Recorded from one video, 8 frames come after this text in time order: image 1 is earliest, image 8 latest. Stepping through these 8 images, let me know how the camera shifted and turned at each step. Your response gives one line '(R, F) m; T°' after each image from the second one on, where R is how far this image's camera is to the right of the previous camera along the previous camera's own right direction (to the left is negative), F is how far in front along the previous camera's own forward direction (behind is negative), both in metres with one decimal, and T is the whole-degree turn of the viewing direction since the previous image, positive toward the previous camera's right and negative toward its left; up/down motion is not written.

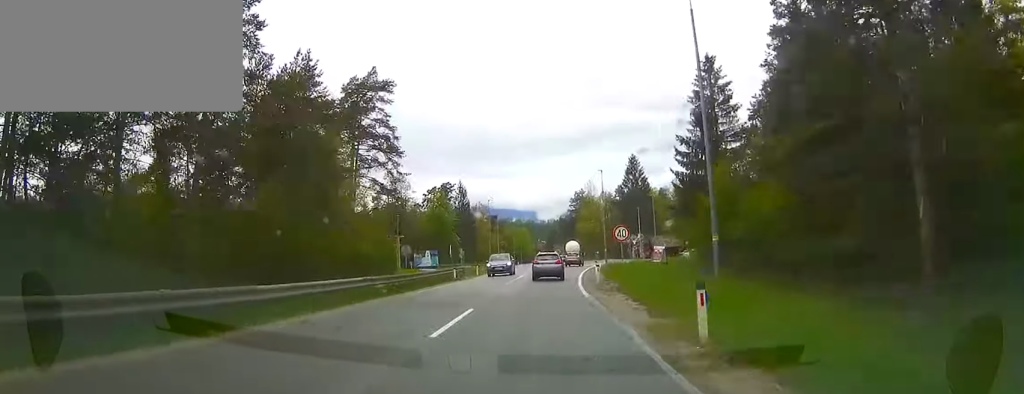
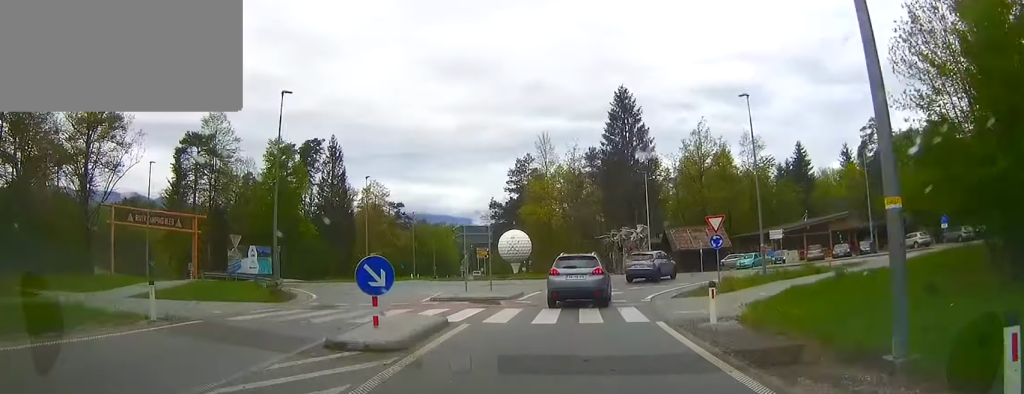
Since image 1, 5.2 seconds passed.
(+1.6, +50.4) m; +9°
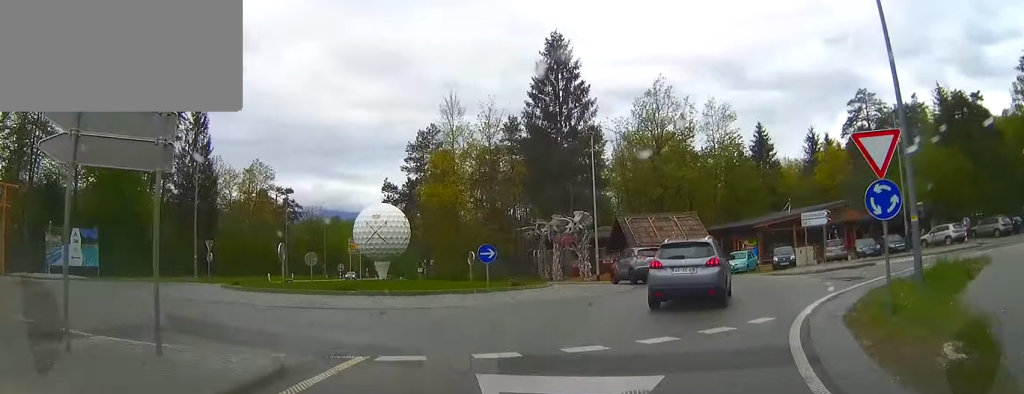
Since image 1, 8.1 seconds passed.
(+1.9, +19.2) m; +12°
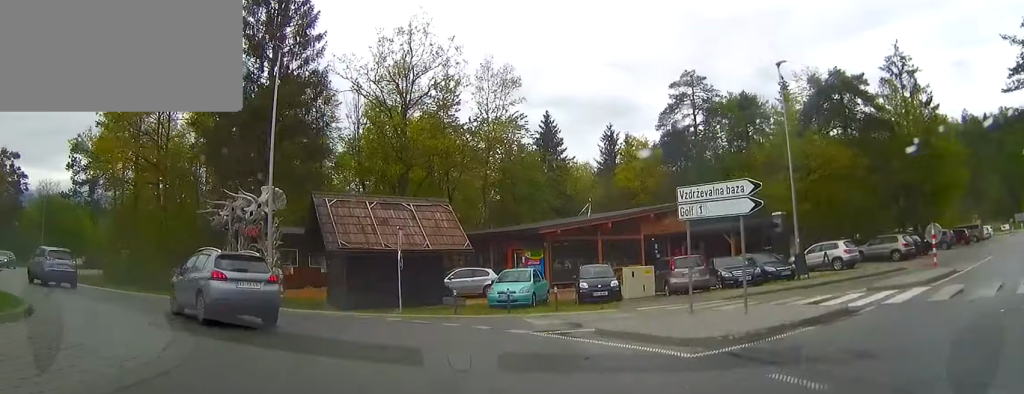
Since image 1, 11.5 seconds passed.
(+1.0, +18.8) m; -17°
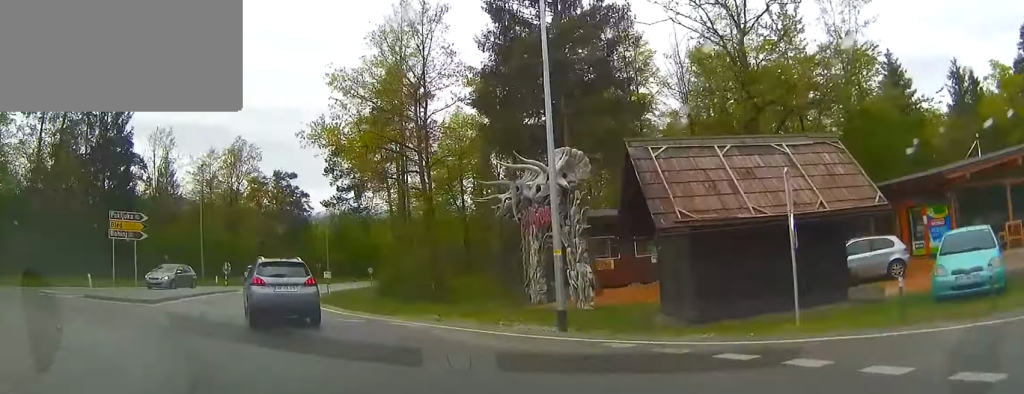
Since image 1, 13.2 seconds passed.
(-2.8, +10.2) m; -14°
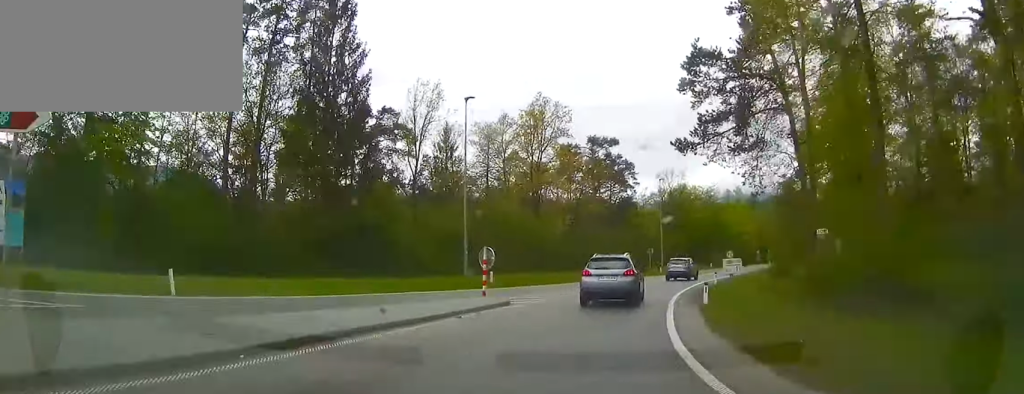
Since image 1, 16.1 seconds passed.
(-3.1, +20.8) m; -3°
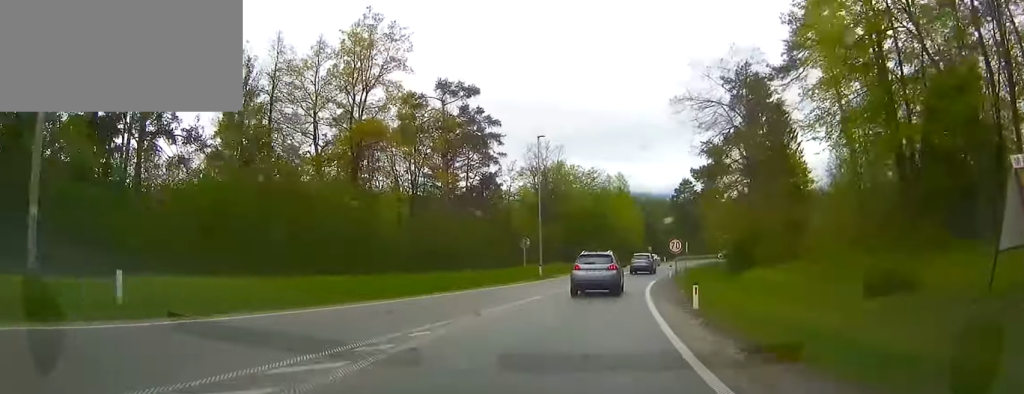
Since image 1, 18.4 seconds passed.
(+1.2, +20.1) m; +7°
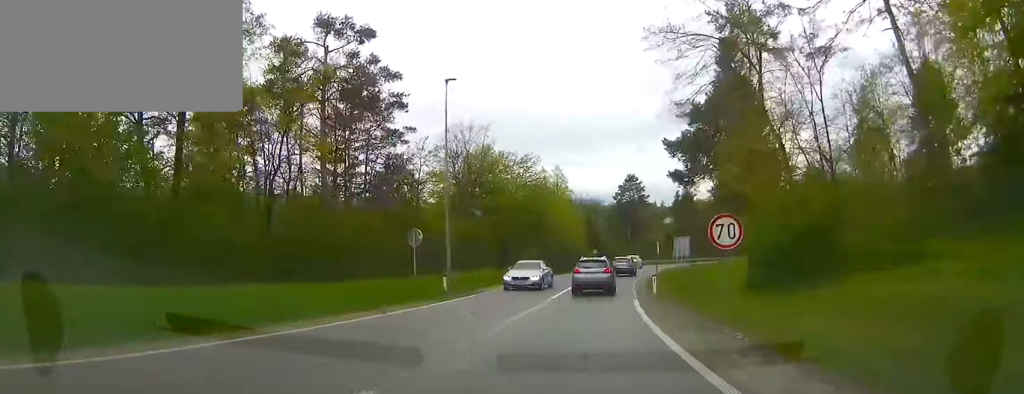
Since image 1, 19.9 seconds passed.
(+0.4, +14.3) m; +6°
